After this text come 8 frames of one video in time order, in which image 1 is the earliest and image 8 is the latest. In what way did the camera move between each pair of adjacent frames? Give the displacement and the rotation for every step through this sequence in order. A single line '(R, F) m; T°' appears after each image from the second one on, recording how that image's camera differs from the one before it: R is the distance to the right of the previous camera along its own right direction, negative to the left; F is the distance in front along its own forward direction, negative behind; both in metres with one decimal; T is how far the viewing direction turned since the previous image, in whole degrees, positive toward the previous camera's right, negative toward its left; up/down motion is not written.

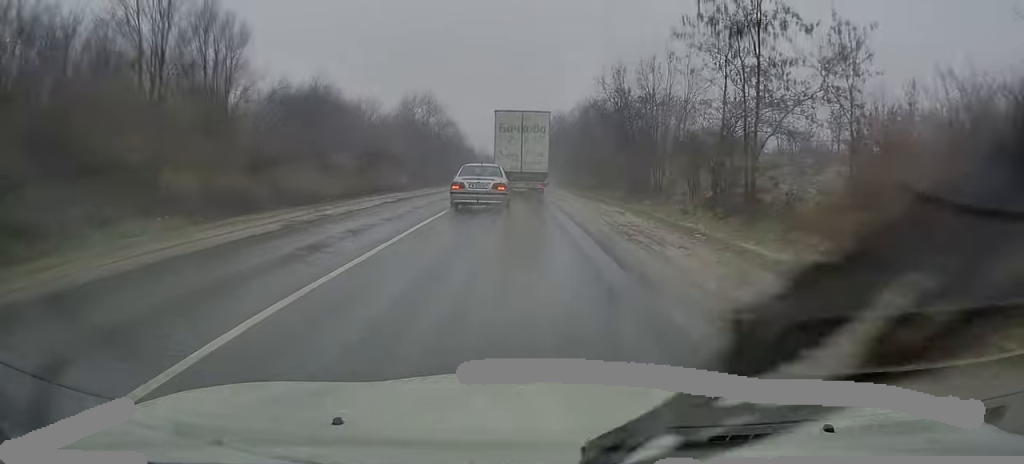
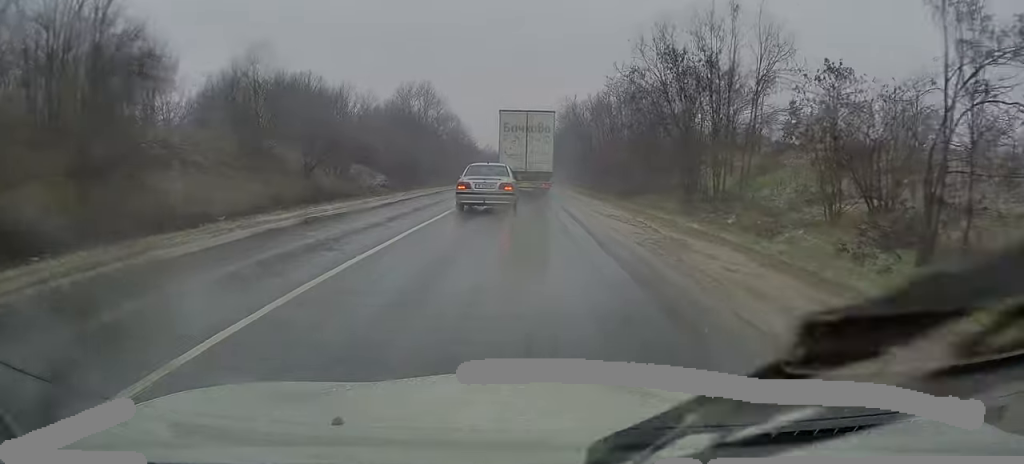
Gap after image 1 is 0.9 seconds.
(+0.1, +13.6) m; 0°
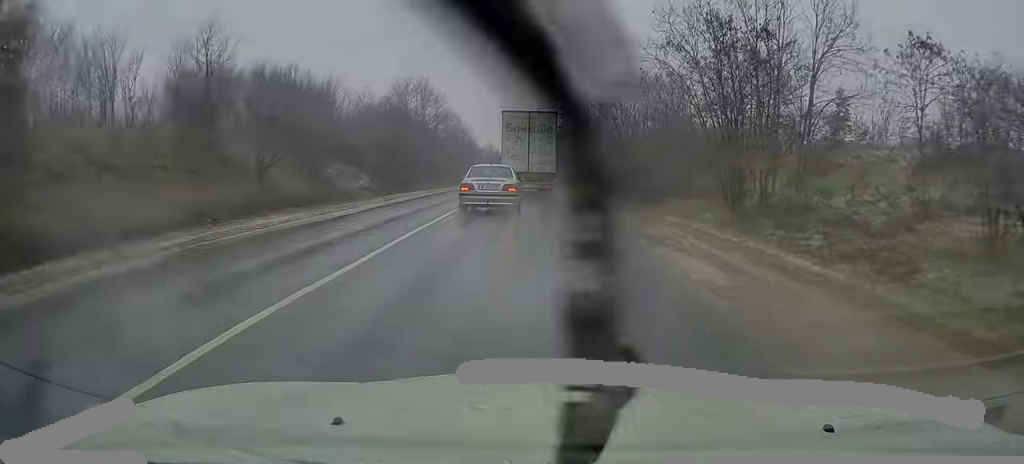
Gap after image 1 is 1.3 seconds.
(0.0, +6.6) m; 0°
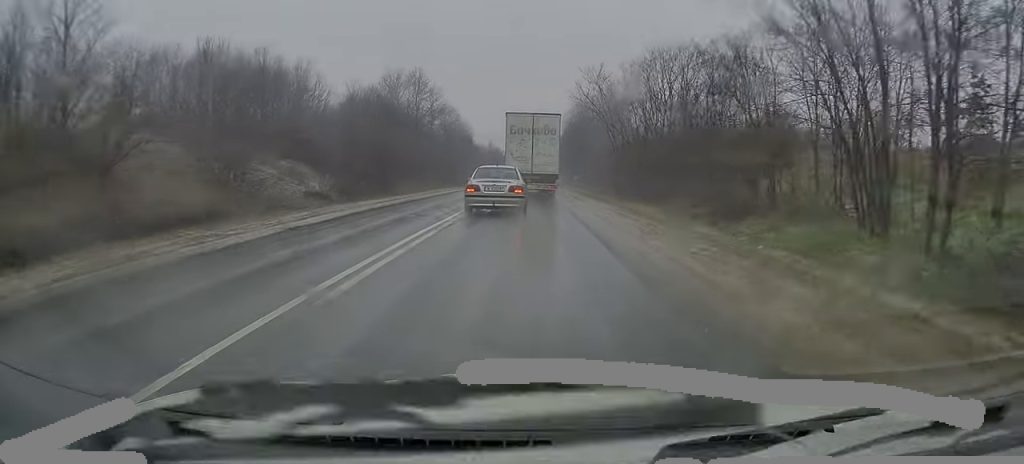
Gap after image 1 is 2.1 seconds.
(0.0, +12.1) m; 0°
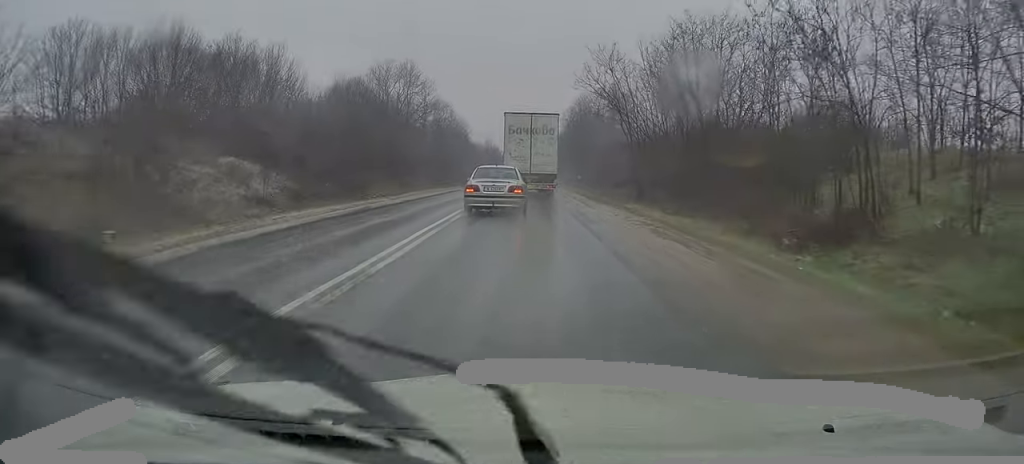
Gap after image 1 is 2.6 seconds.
(-0.1, +7.6) m; 0°
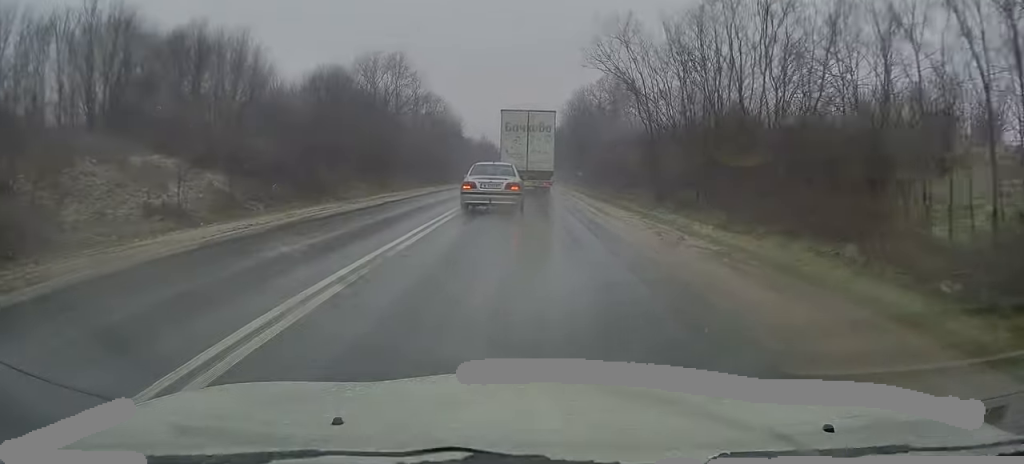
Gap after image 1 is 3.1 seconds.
(0.0, +7.2) m; 0°
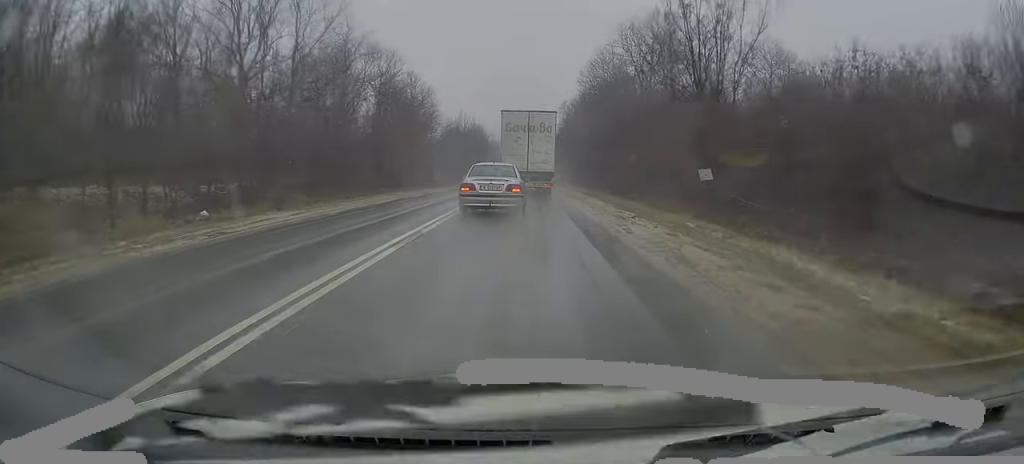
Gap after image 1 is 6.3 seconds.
(-0.3, +50.1) m; -1°
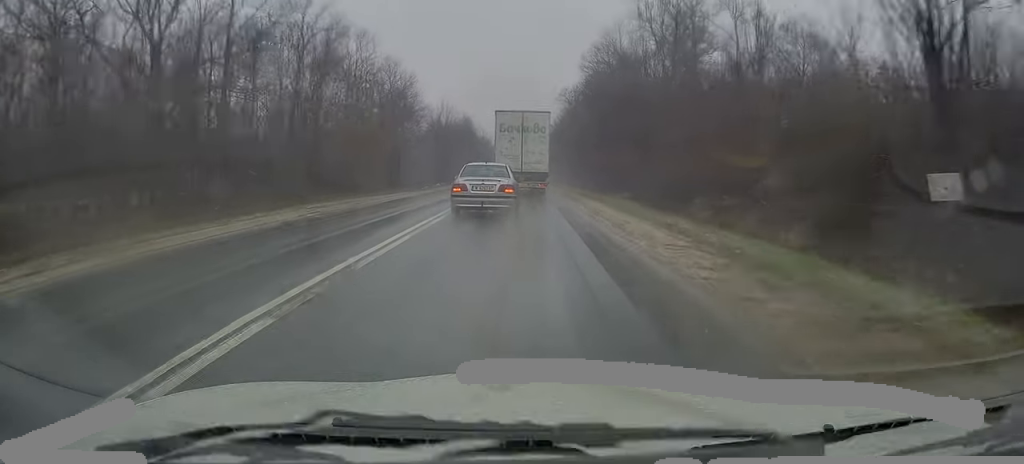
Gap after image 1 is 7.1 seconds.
(+0.1, +13.6) m; 0°
